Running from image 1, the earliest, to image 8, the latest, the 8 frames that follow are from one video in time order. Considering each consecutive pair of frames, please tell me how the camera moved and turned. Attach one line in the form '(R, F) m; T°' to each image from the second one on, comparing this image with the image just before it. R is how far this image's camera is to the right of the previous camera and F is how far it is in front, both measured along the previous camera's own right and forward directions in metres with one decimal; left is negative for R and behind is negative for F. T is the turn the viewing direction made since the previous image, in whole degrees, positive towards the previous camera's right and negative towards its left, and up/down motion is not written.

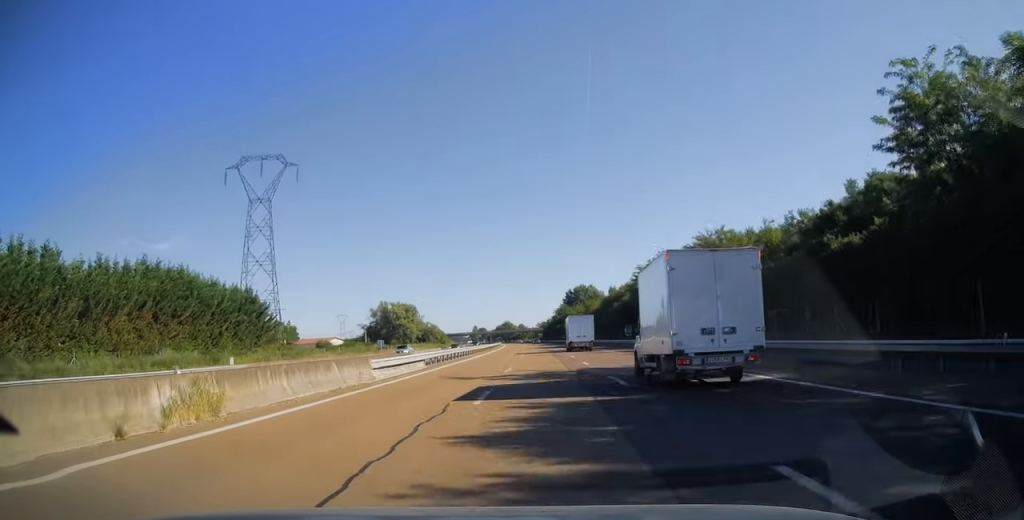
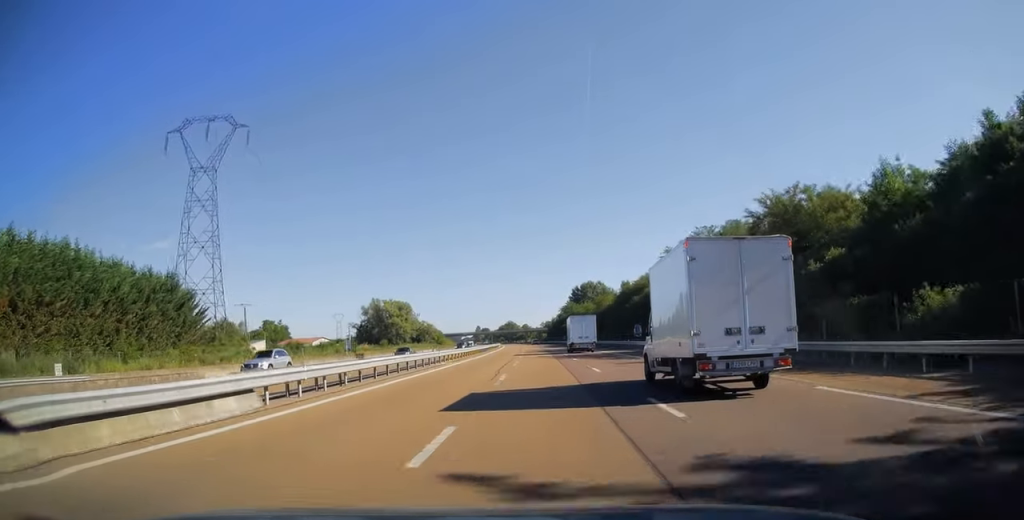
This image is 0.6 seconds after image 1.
(-0.1, +19.1) m; -1°
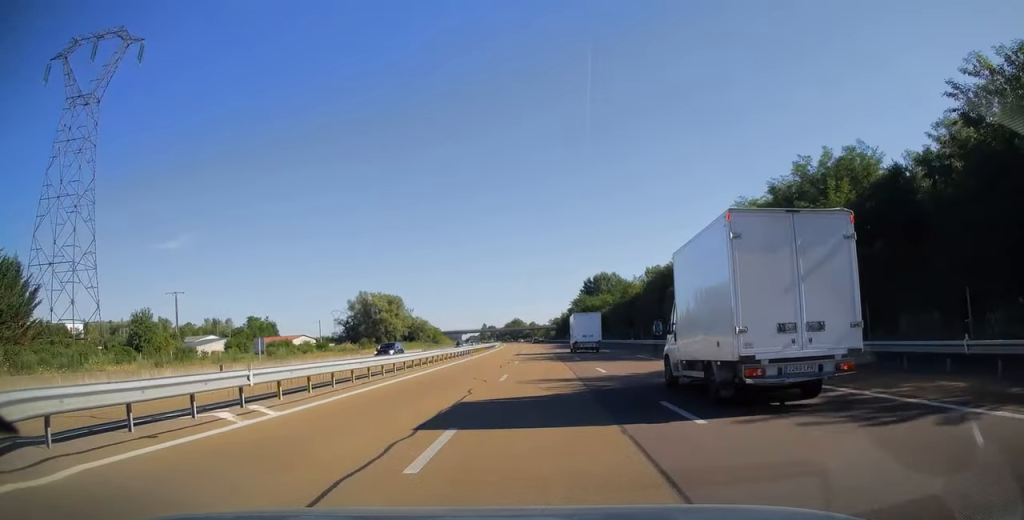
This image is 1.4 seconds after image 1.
(-0.3, +27.0) m; -1°
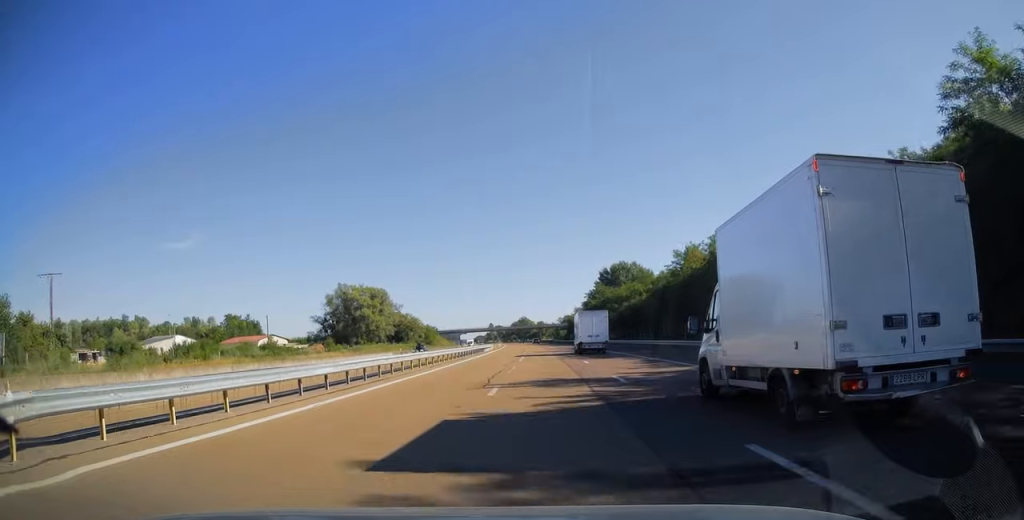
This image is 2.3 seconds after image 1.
(-0.2, +31.0) m; -1°
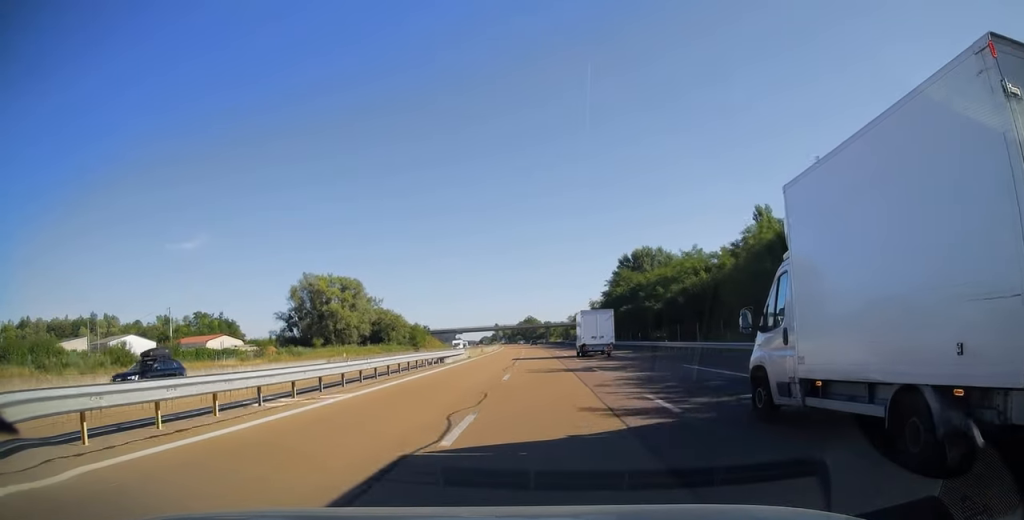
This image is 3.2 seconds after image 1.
(-0.2, +32.7) m; -1°
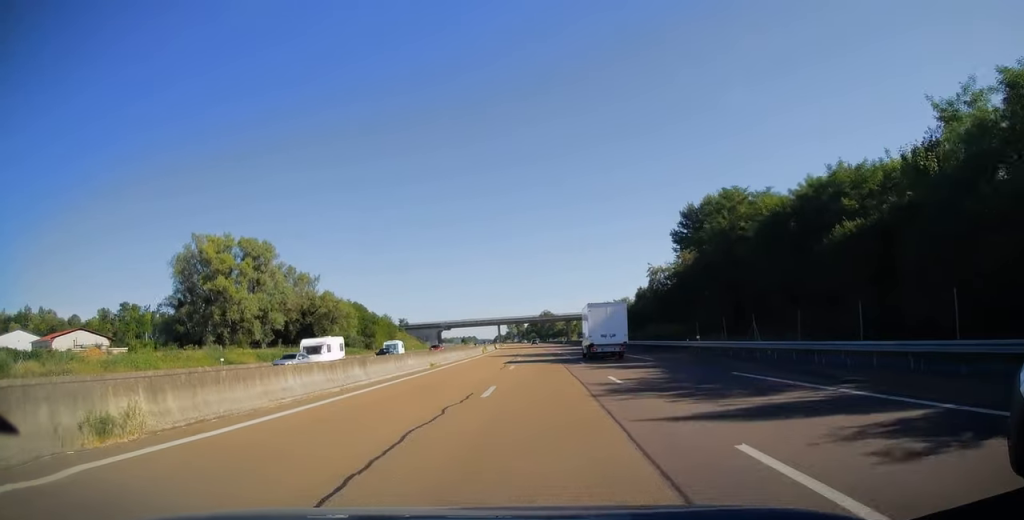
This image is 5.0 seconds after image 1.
(-0.8, +58.7) m; -2°
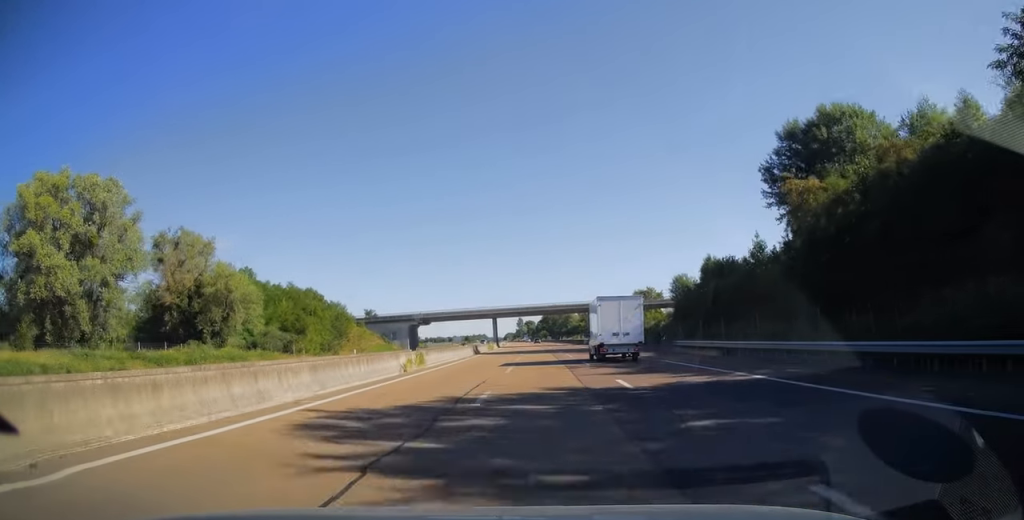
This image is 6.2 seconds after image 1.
(-0.4, +41.0) m; -1°
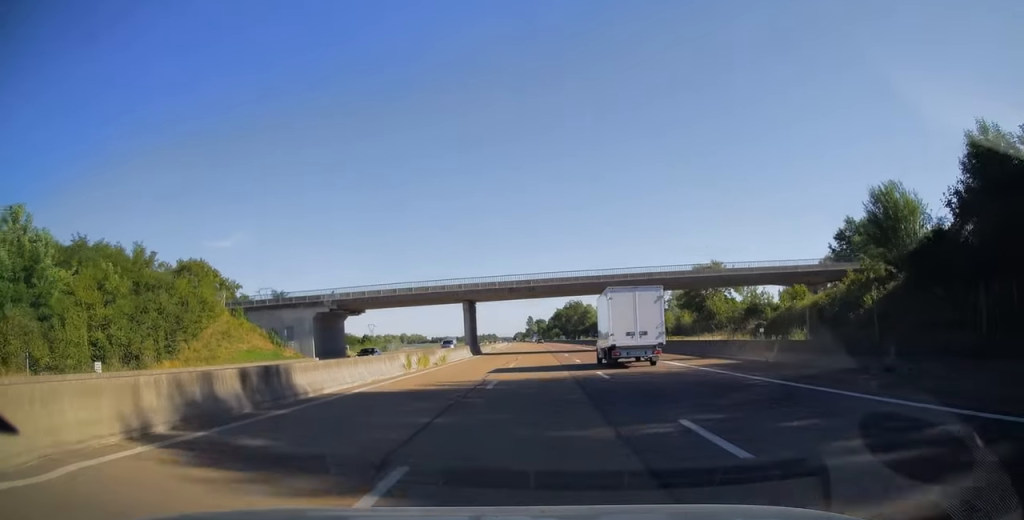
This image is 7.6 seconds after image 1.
(-0.4, +47.8) m; -1°
